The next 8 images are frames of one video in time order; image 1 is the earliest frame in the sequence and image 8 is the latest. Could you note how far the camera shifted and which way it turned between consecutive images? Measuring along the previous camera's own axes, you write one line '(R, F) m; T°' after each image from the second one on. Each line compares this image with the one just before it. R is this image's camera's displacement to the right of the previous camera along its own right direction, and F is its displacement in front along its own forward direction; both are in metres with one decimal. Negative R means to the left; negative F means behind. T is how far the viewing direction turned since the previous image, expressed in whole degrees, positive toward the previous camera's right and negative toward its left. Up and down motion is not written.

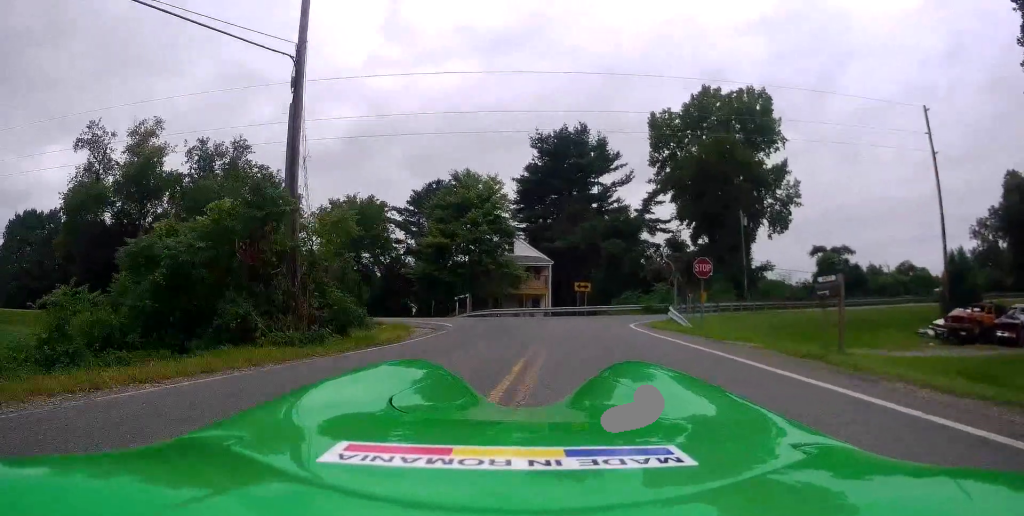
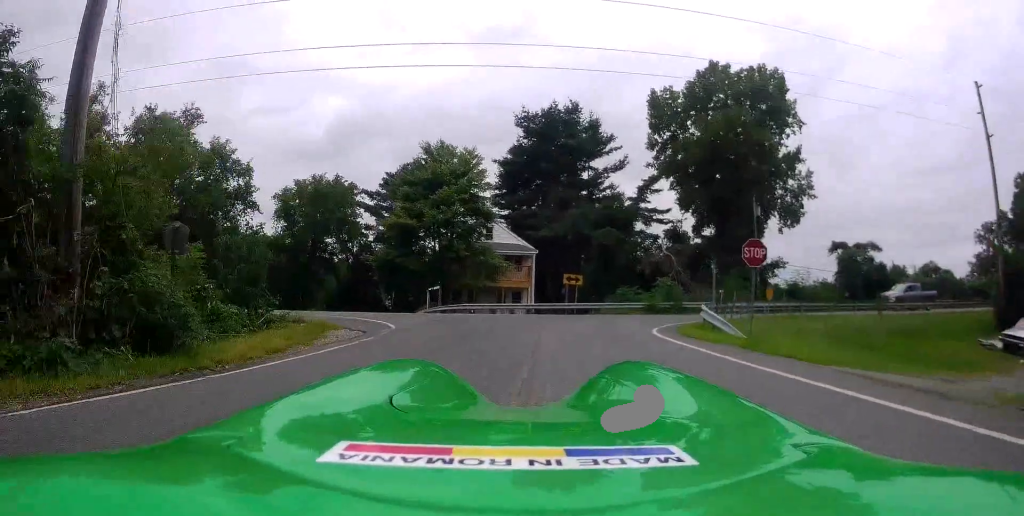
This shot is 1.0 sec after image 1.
(-0.3, +7.3) m; -2°
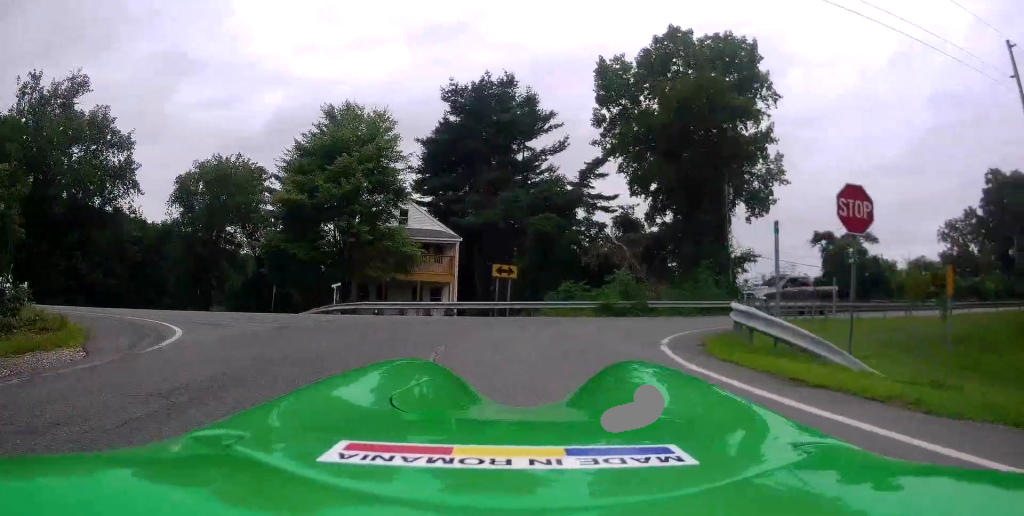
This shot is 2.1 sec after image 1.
(0.0, +8.5) m; +5°
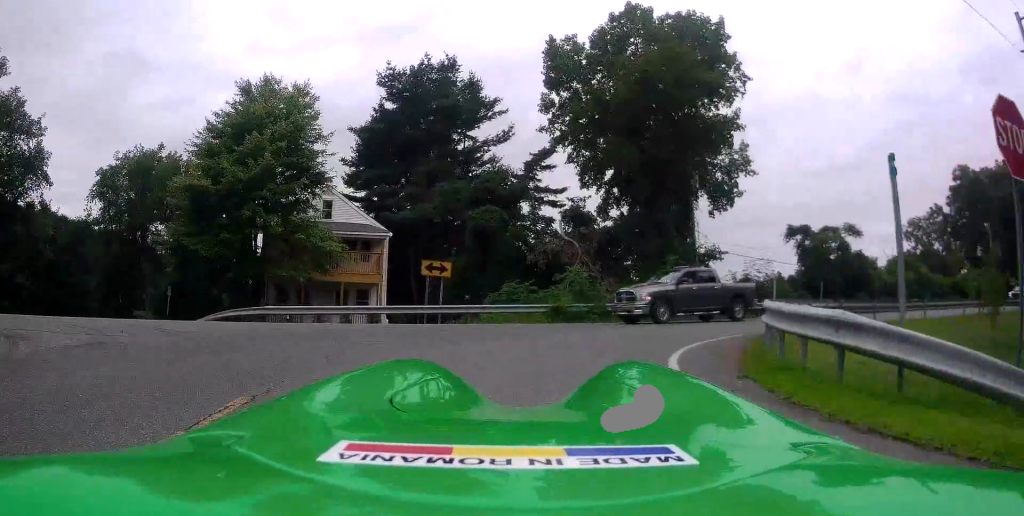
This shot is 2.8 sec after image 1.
(+0.2, +4.5) m; +9°
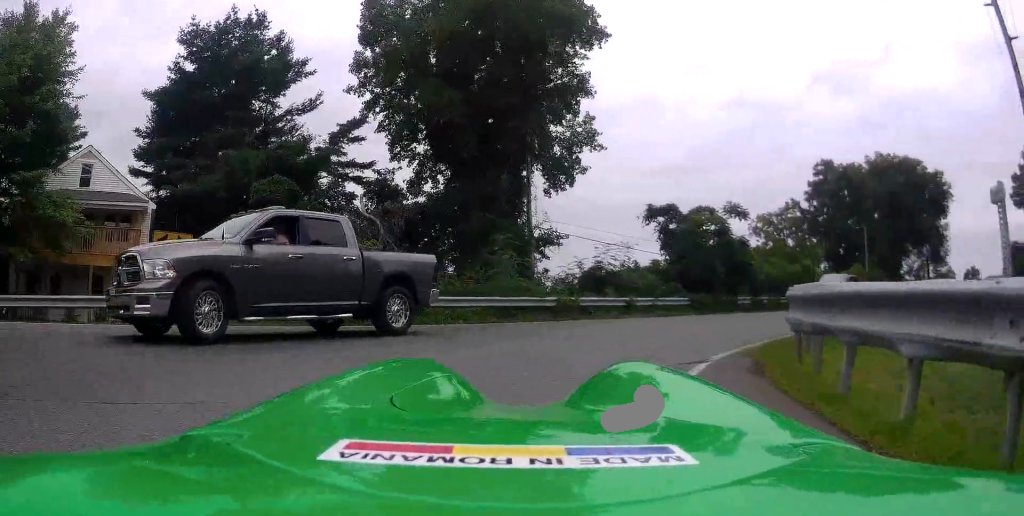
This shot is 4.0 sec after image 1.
(+1.4, +7.4) m; +18°
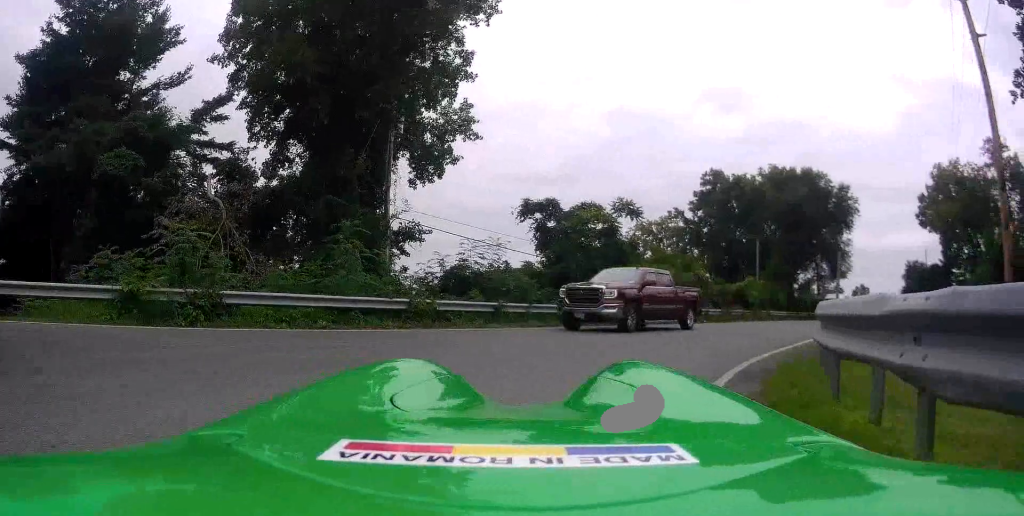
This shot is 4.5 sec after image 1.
(+0.4, +3.7) m; +6°
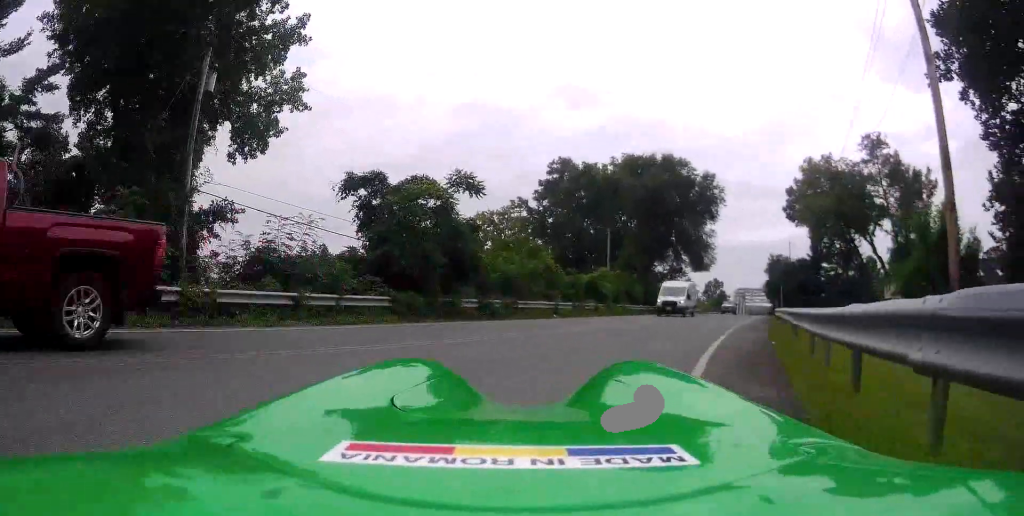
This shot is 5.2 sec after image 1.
(0.0, +4.1) m; +1°
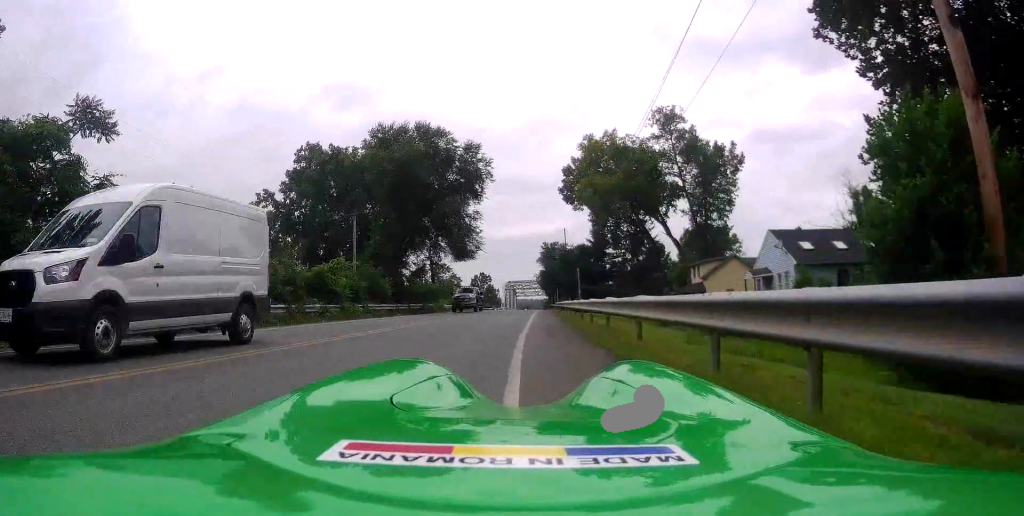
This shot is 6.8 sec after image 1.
(+1.5, +8.6) m; +30°
